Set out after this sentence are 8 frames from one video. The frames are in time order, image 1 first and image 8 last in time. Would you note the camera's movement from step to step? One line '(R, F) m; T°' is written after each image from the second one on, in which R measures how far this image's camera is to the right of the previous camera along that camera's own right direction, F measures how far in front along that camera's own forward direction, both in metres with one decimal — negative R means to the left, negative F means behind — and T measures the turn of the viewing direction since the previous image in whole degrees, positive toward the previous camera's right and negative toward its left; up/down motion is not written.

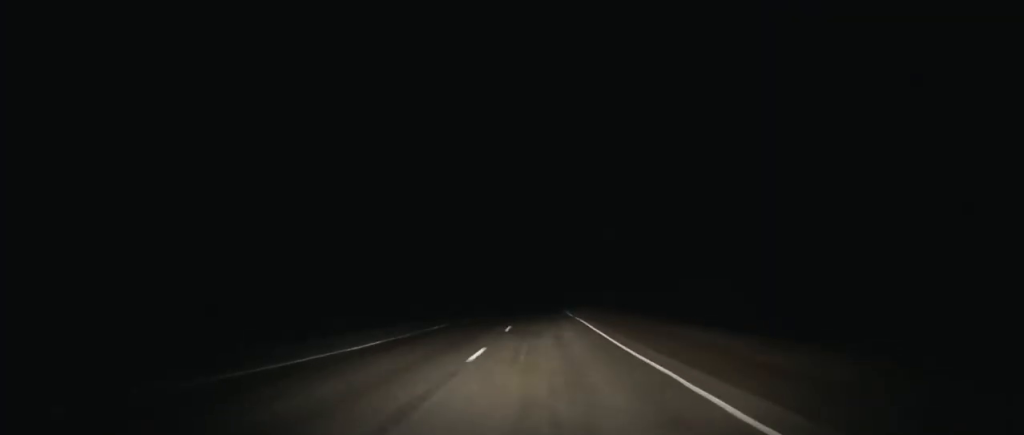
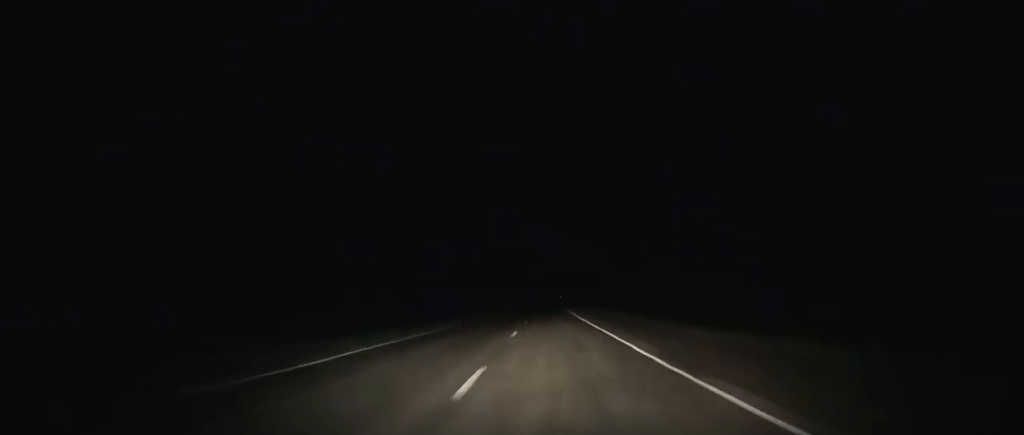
(+0.7, +110.5) m; 0°
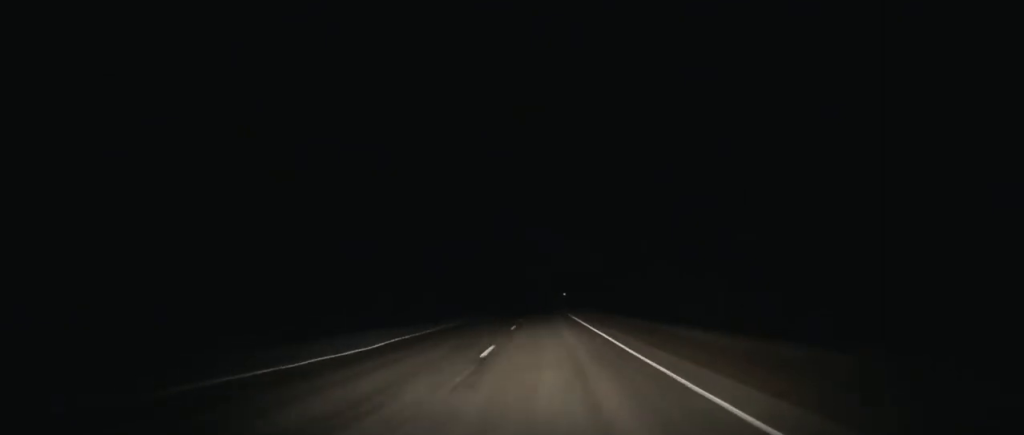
(+0.4, +110.6) m; 0°
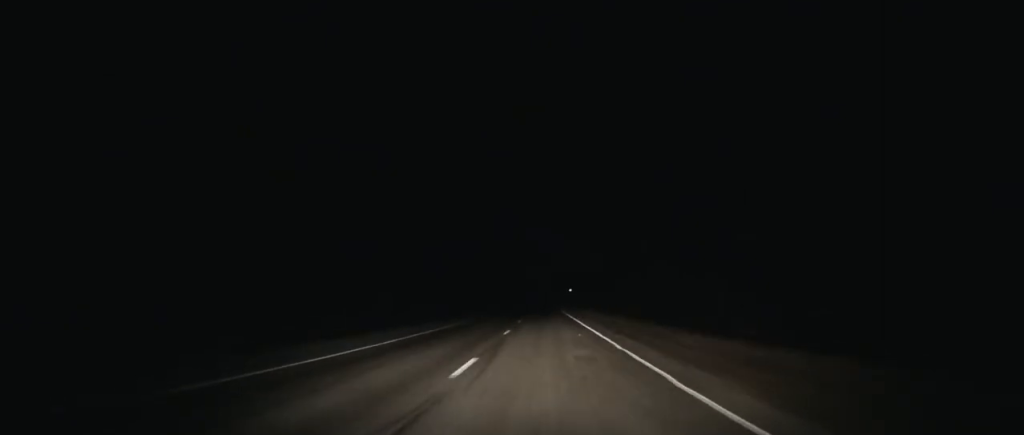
(0.0, +51.8) m; 0°
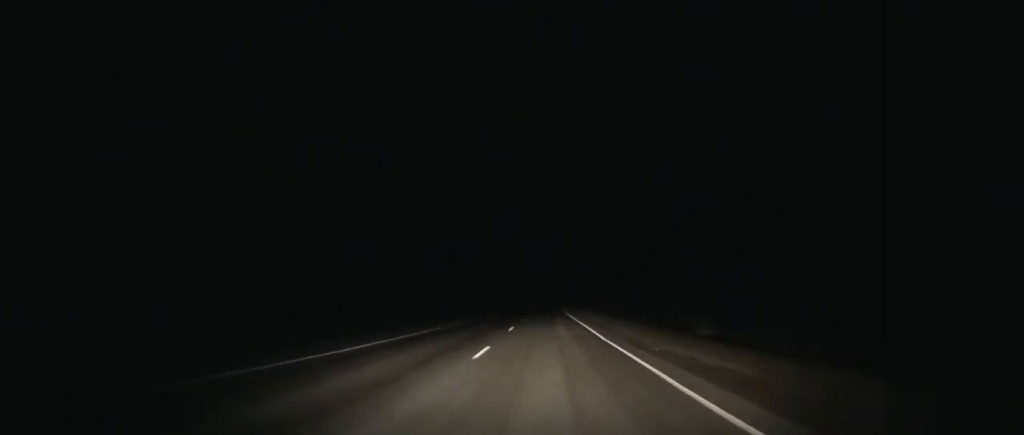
(-1.4, +157.4) m; -1°
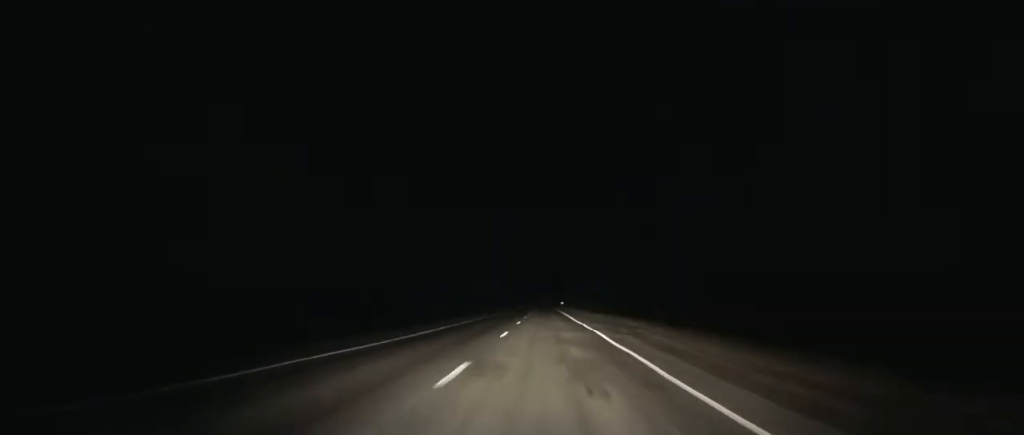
(-0.1, +40.2) m; 0°
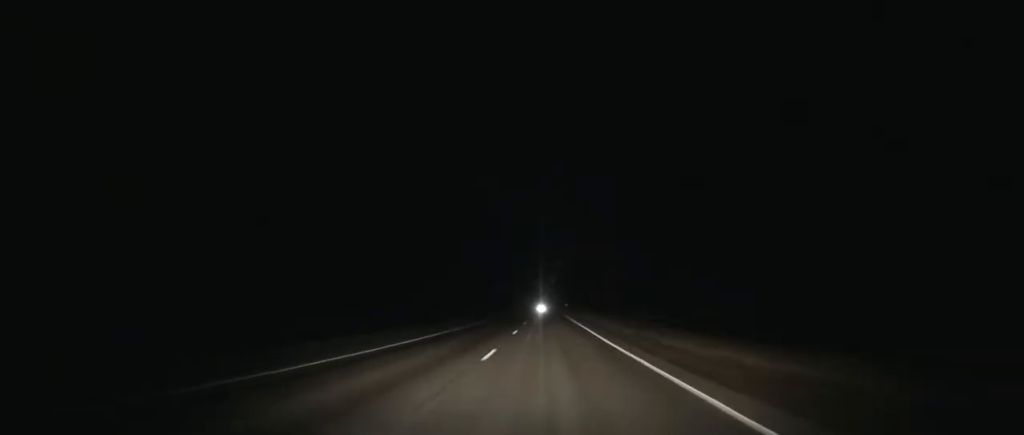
(-0.3, +42.5) m; 0°
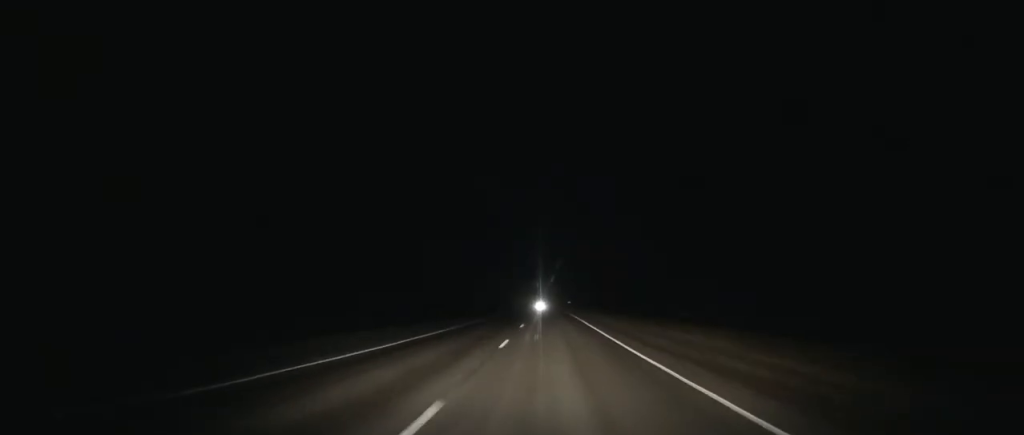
(-0.2, +32.3) m; 0°
